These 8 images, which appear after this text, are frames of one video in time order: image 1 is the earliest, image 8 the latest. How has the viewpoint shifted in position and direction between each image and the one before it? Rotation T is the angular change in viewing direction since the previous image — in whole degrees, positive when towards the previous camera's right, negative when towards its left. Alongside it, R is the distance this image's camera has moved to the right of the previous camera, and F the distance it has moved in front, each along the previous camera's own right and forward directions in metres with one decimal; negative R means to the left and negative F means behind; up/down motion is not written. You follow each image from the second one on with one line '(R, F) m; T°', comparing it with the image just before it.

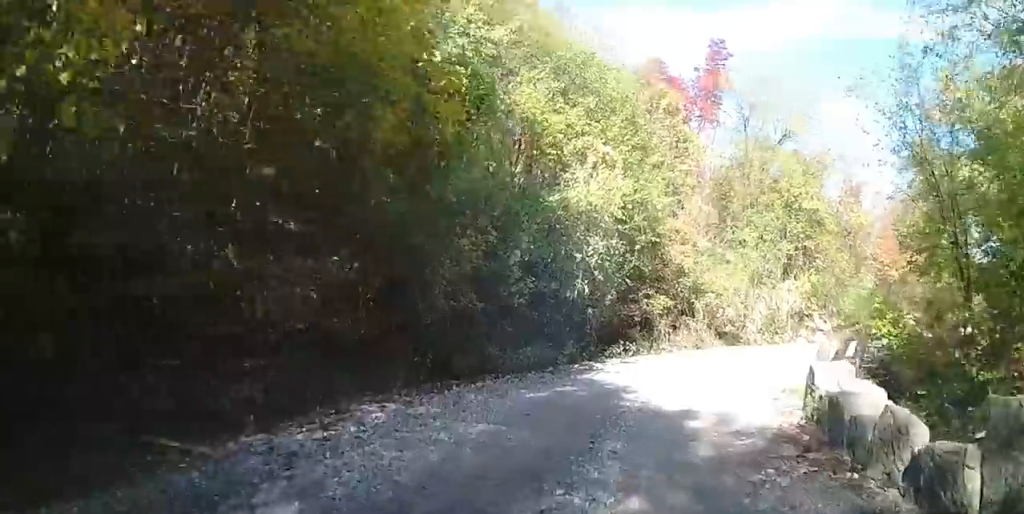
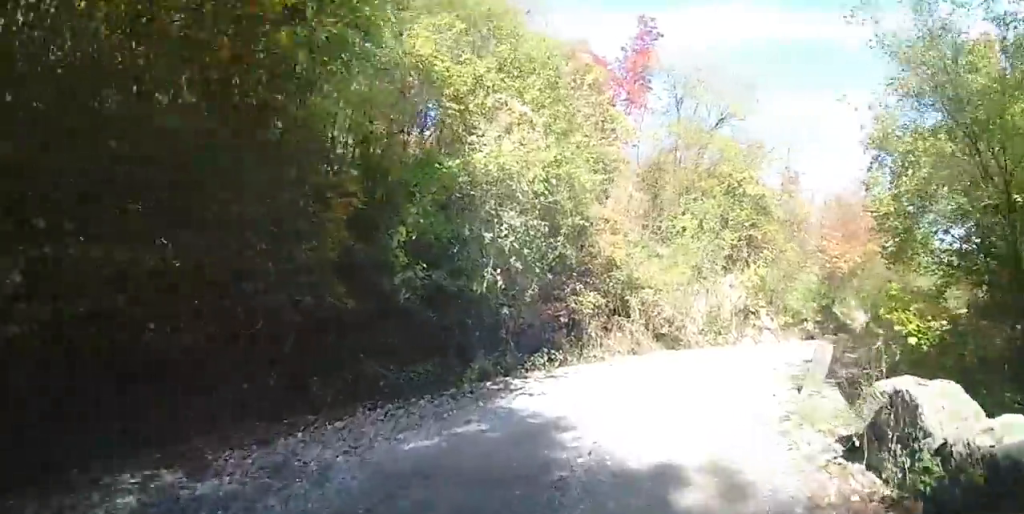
(-0.1, +2.8) m; +6°
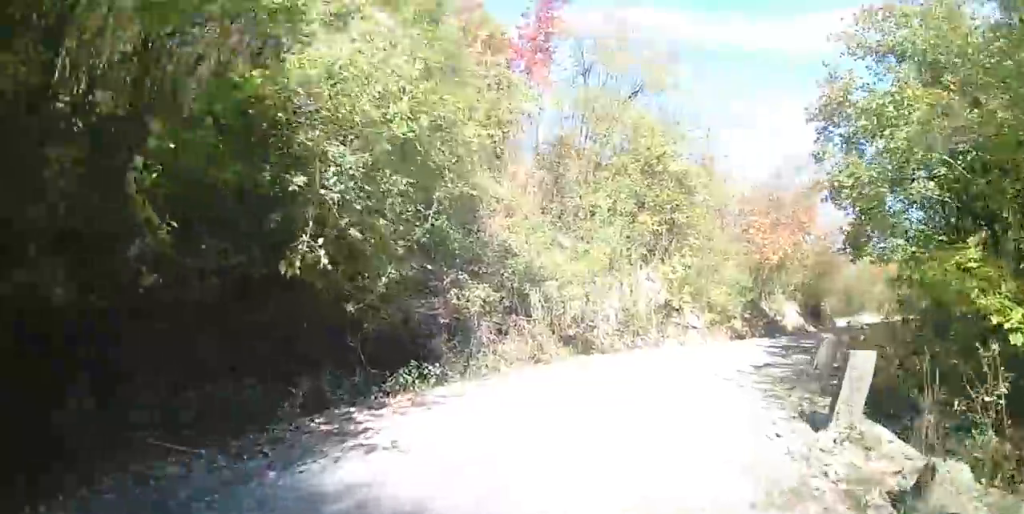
(+0.3, +3.3) m; +16°
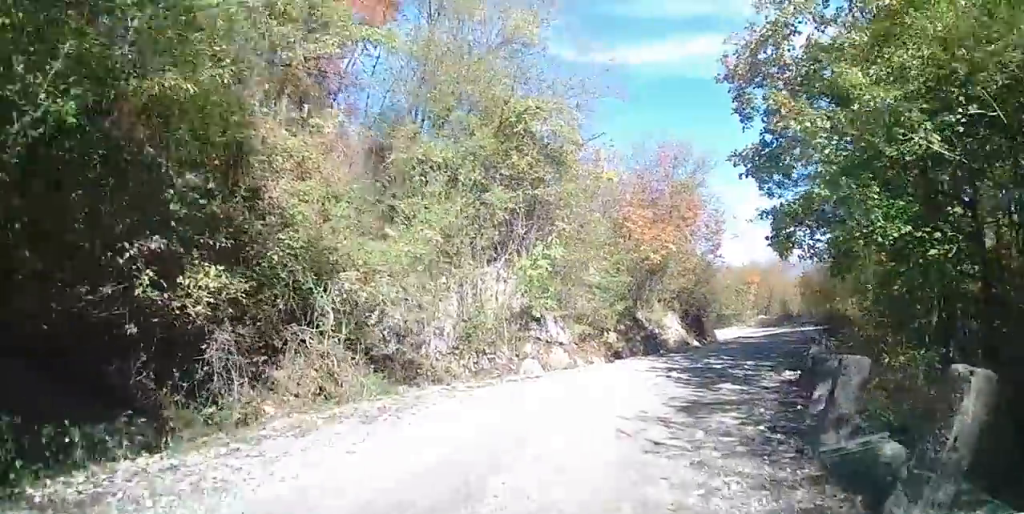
(+1.1, +4.4) m; +15°
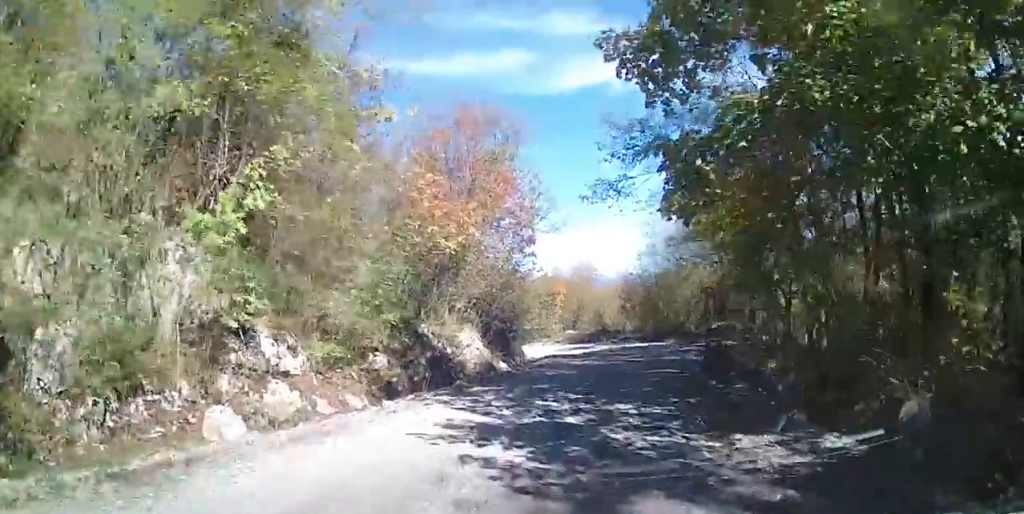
(+0.5, +5.9) m; +5°
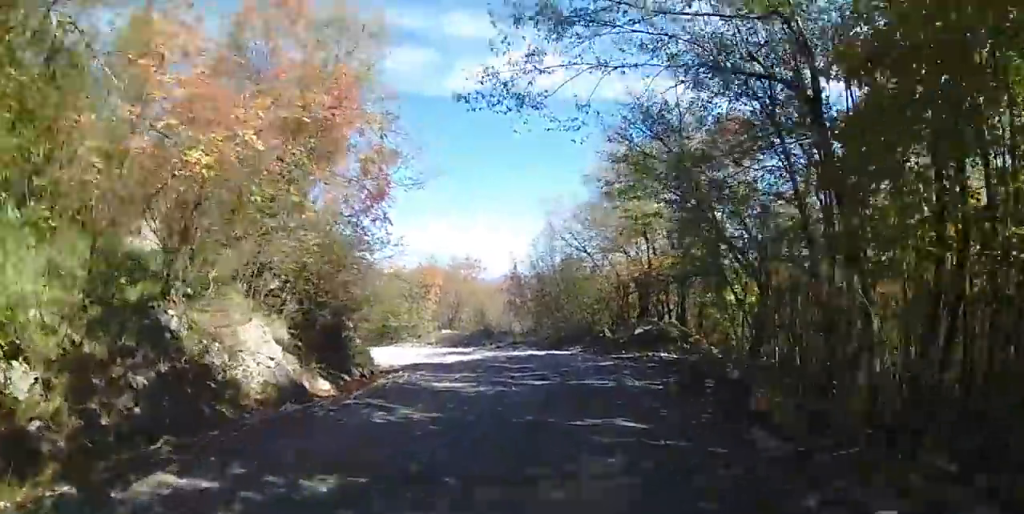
(0.0, +6.7) m; +8°
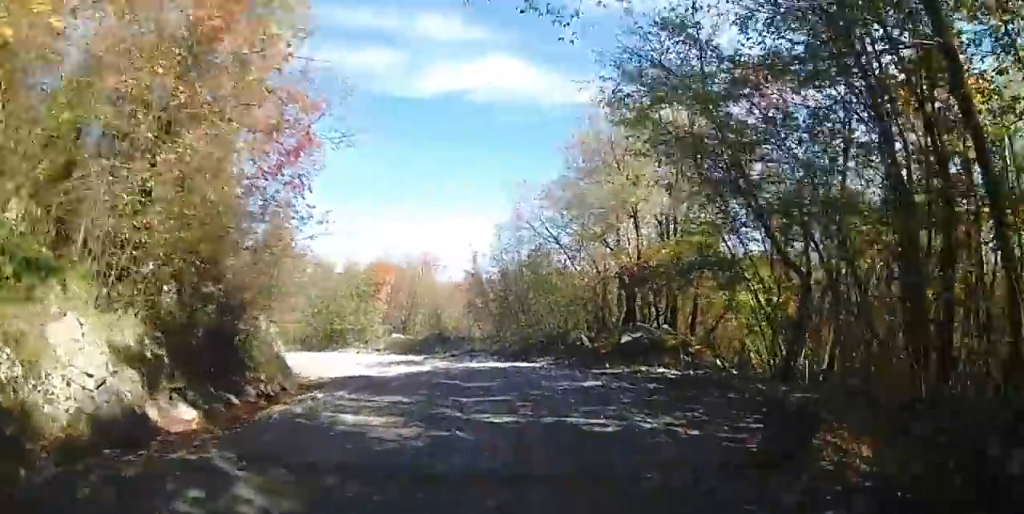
(+0.4, +3.7) m; +5°
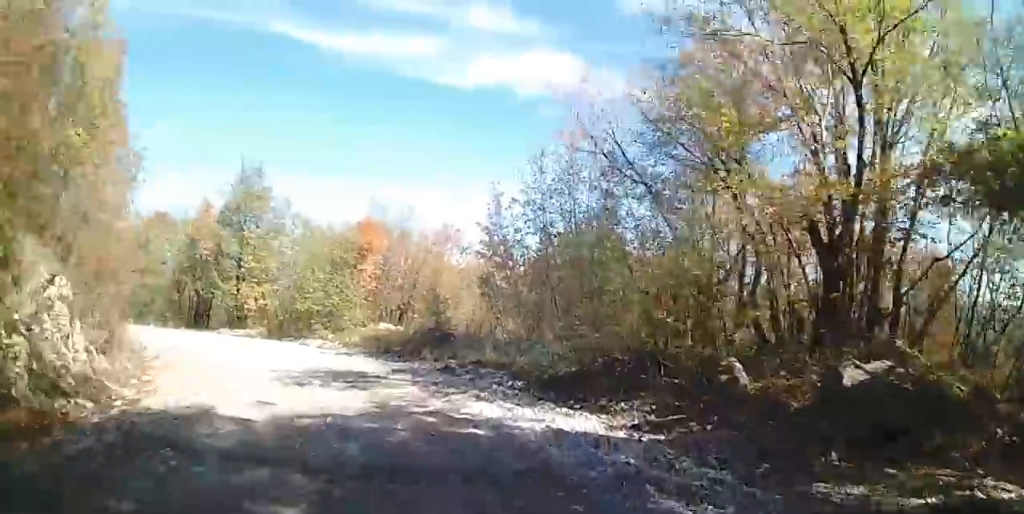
(+0.4, +10.1) m; -10°
